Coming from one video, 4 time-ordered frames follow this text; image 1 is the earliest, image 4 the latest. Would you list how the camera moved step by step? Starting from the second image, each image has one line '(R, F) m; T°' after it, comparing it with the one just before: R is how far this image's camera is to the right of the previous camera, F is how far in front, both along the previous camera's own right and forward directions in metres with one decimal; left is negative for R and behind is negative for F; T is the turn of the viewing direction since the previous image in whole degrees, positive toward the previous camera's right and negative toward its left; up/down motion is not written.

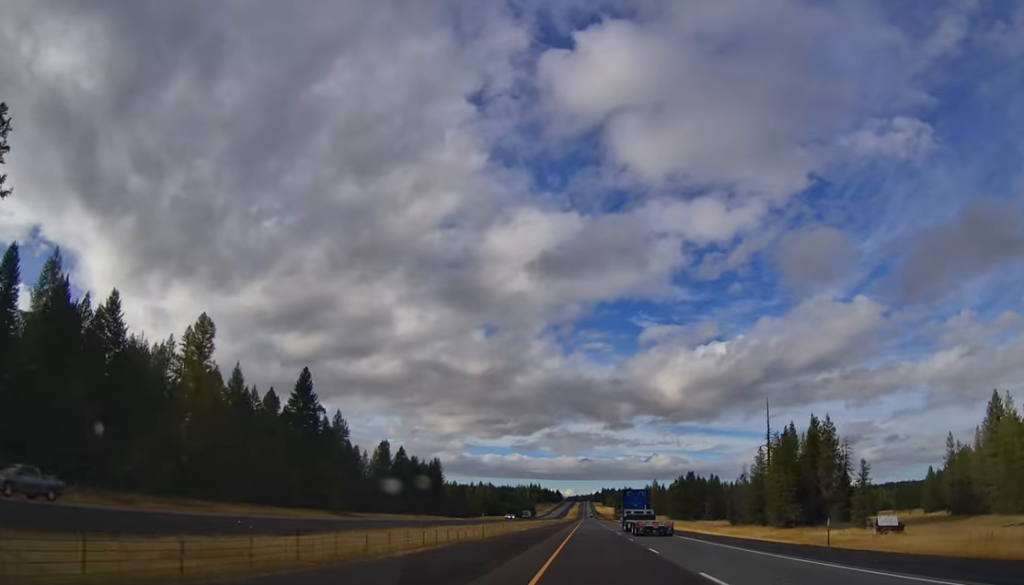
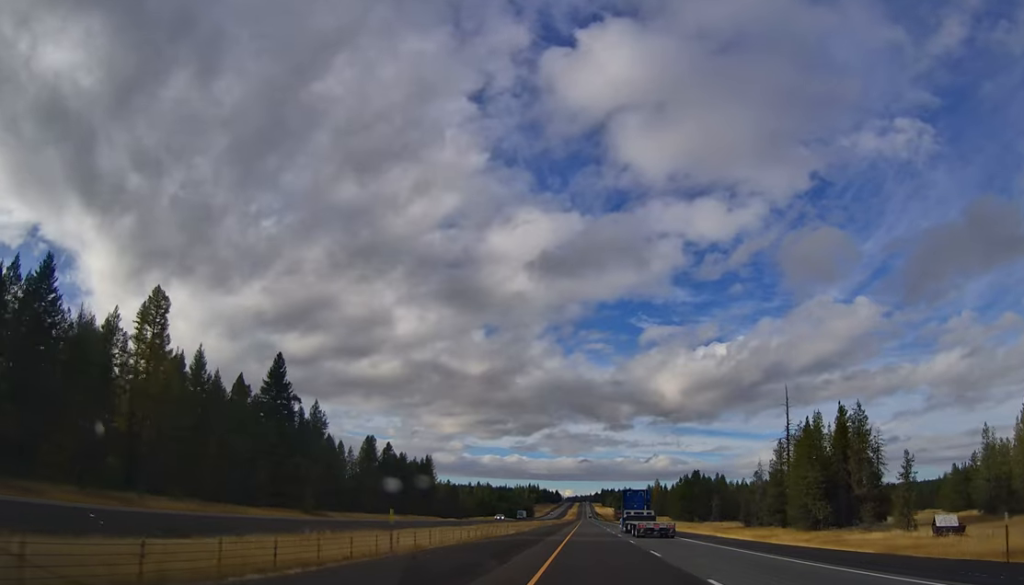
(+0.2, +13.5) m; 0°
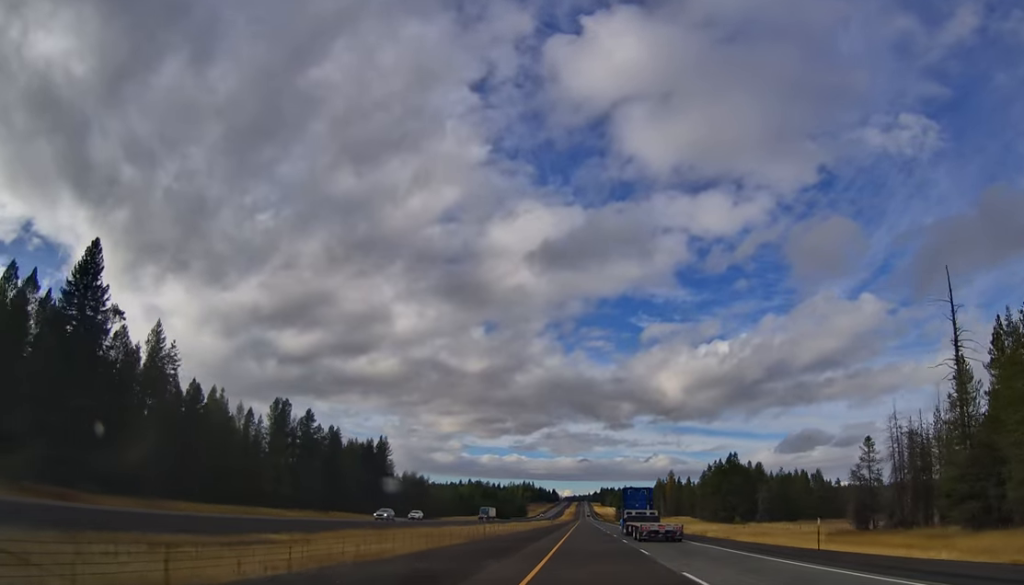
(-0.2, +58.7) m; 0°
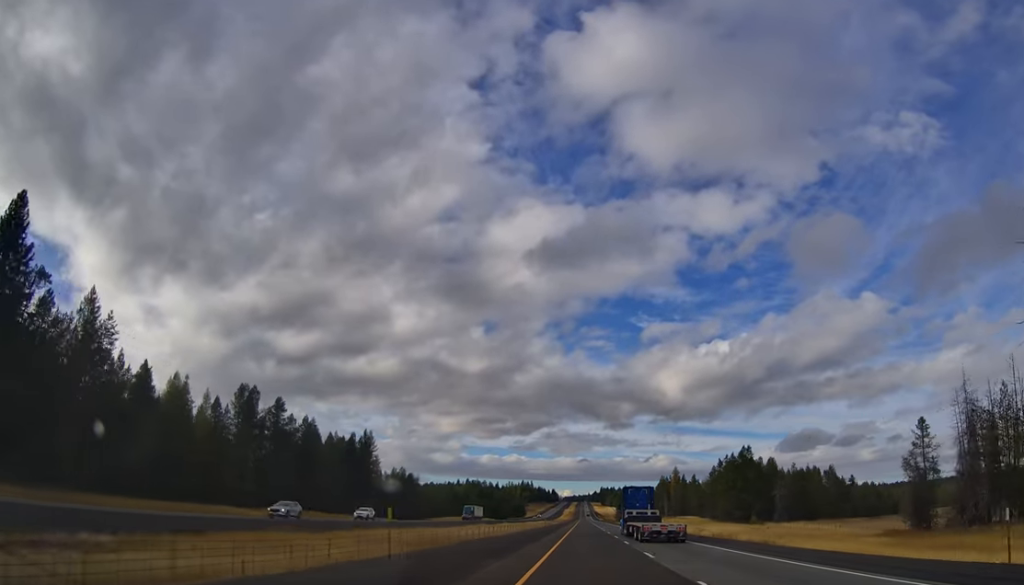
(+0.3, +14.8) m; 0°
